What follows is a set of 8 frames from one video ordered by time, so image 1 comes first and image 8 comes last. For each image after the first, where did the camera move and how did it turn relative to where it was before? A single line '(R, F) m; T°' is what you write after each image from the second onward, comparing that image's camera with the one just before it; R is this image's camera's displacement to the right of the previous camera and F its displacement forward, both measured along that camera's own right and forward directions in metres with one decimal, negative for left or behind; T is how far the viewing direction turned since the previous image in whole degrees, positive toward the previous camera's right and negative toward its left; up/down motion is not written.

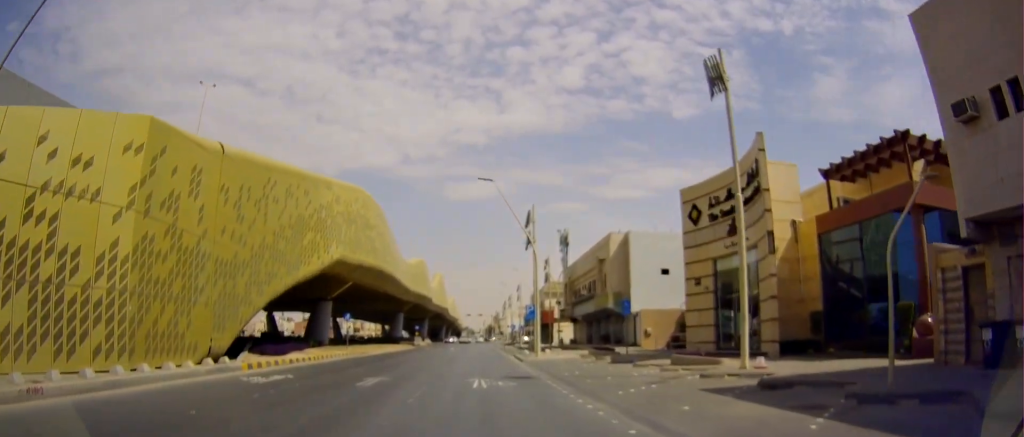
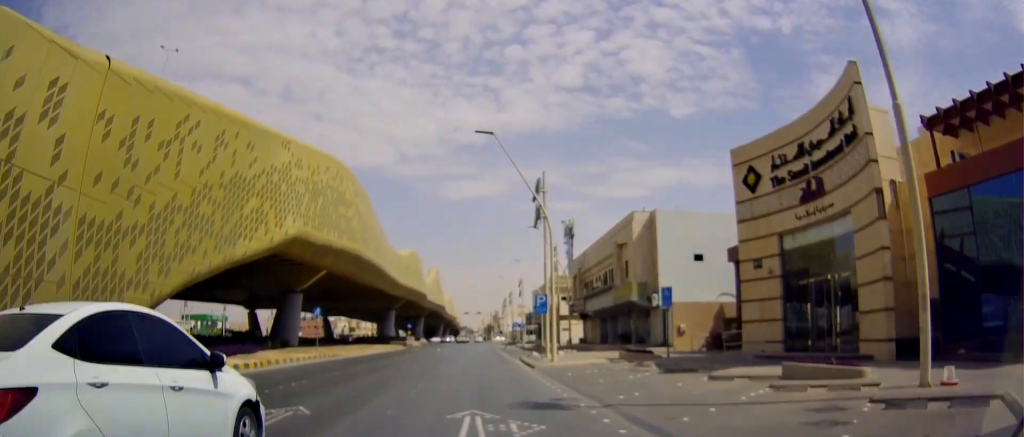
(+0.2, +8.2) m; +2°
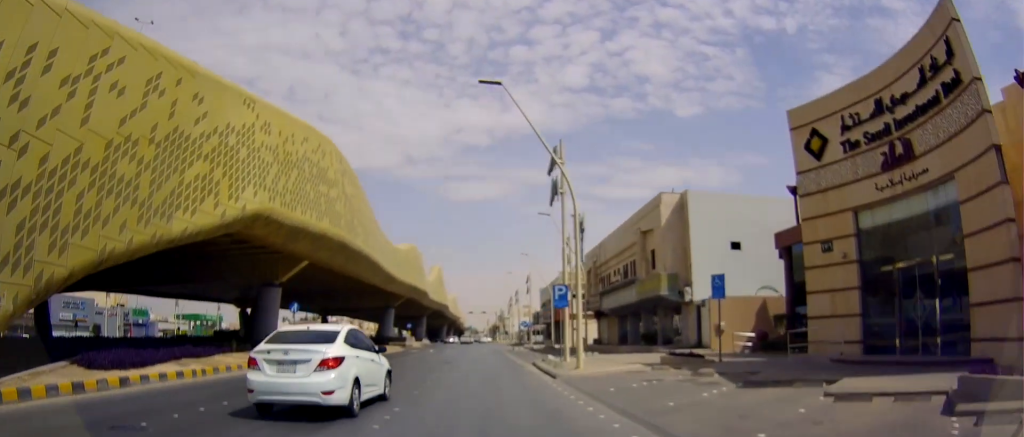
(+0.1, +5.6) m; 0°
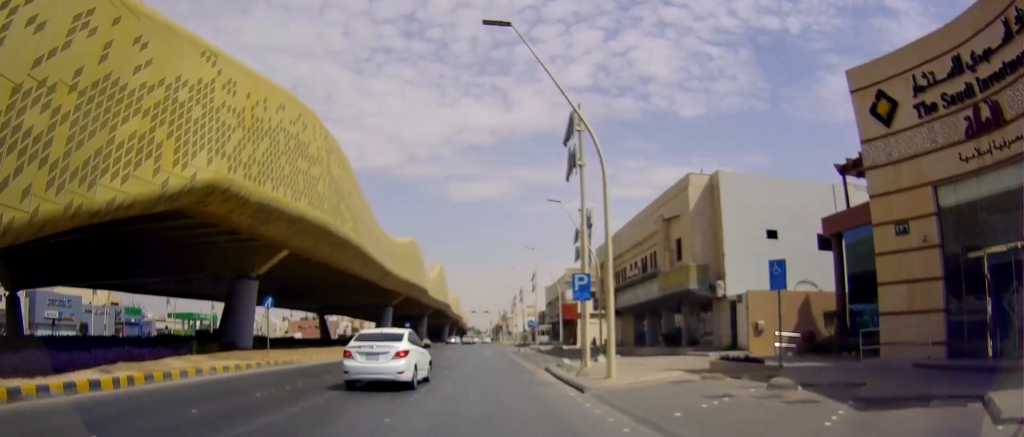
(+0.1, +4.5) m; -2°
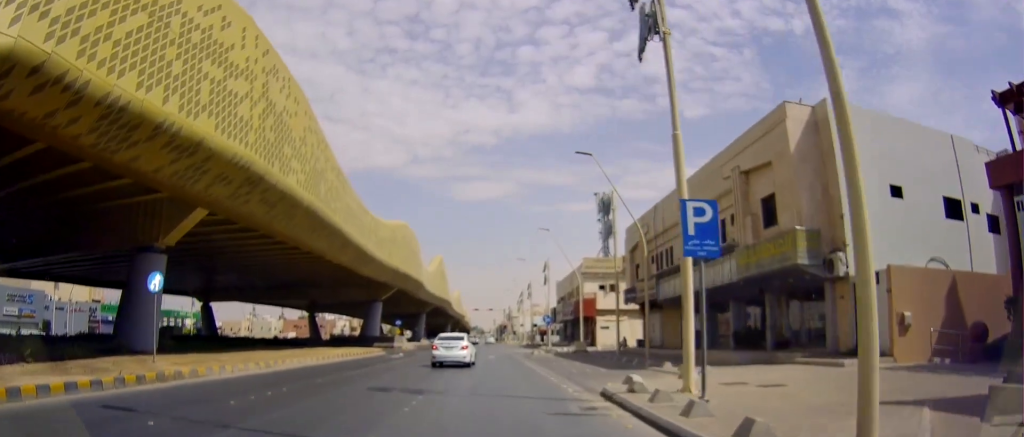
(-0.5, +10.8) m; -2°
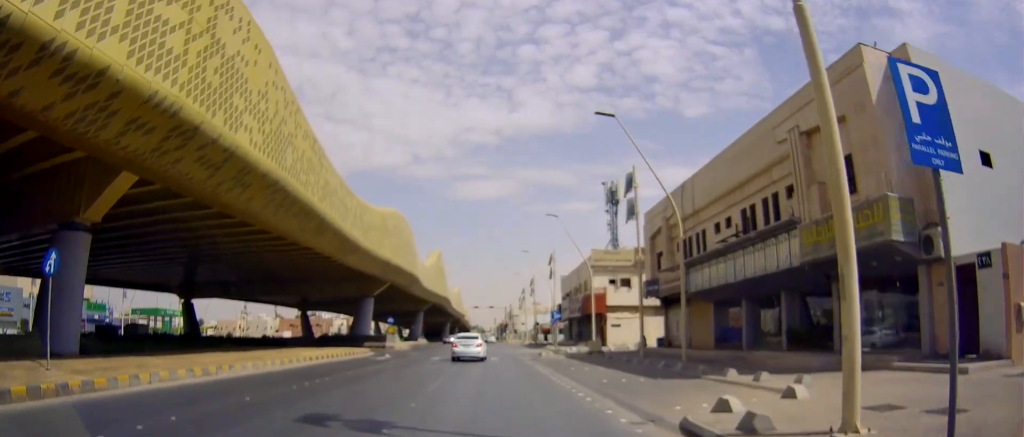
(+0.1, +5.4) m; +2°
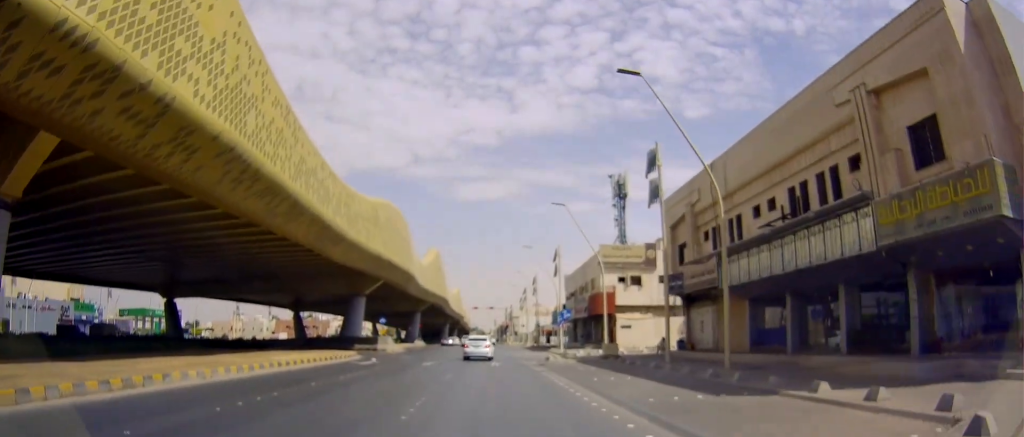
(+0.1, +4.4) m; 0°
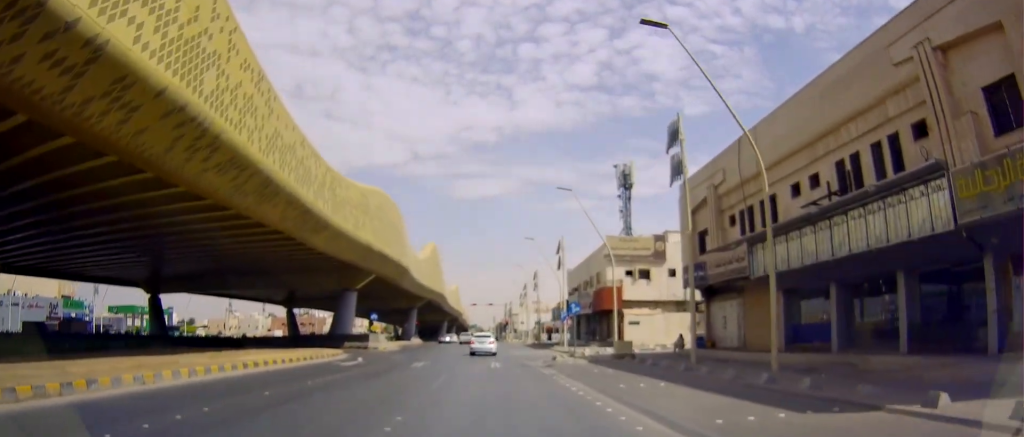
(+0.2, +3.5) m; -1°
